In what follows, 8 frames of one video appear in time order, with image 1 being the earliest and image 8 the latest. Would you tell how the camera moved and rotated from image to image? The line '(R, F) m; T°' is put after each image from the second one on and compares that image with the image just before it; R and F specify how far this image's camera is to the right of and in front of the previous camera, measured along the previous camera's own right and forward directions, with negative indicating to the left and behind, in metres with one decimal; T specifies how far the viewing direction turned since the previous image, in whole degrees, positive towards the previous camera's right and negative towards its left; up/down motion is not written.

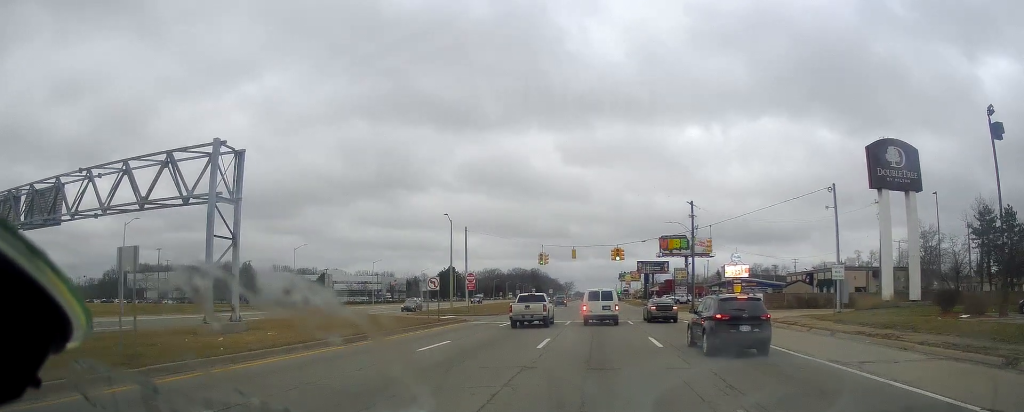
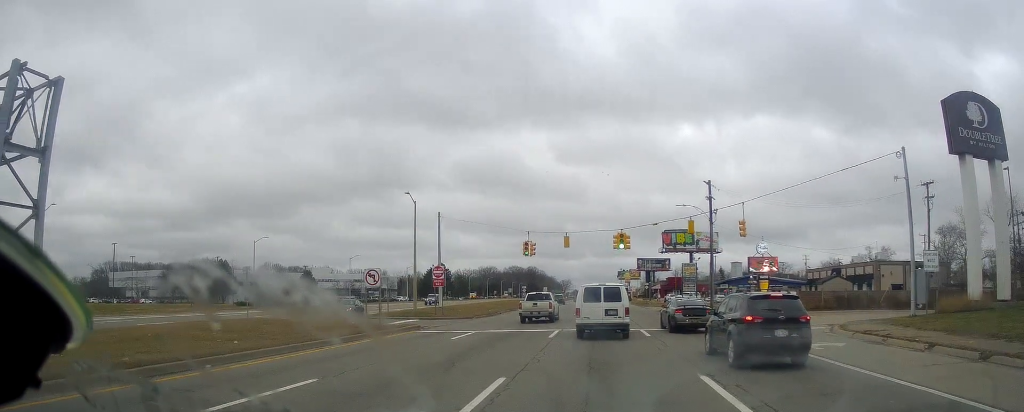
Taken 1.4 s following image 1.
(0.0, +11.7) m; -4°
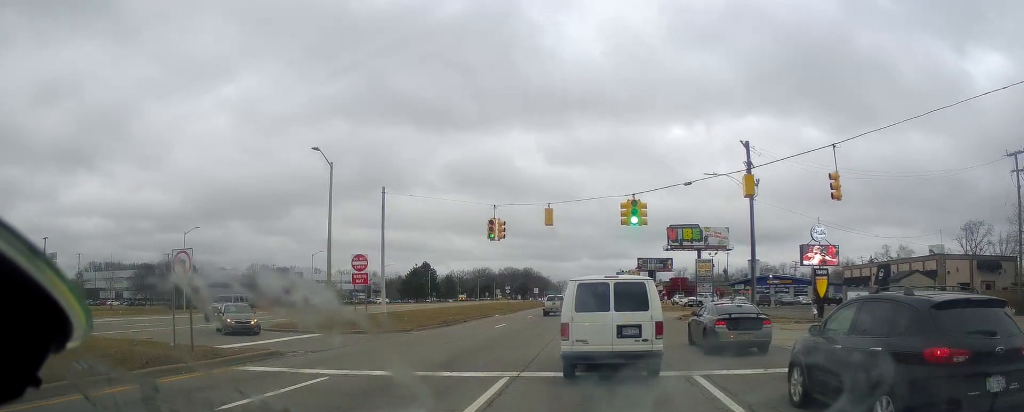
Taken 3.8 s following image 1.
(-0.1, +15.6) m; +4°
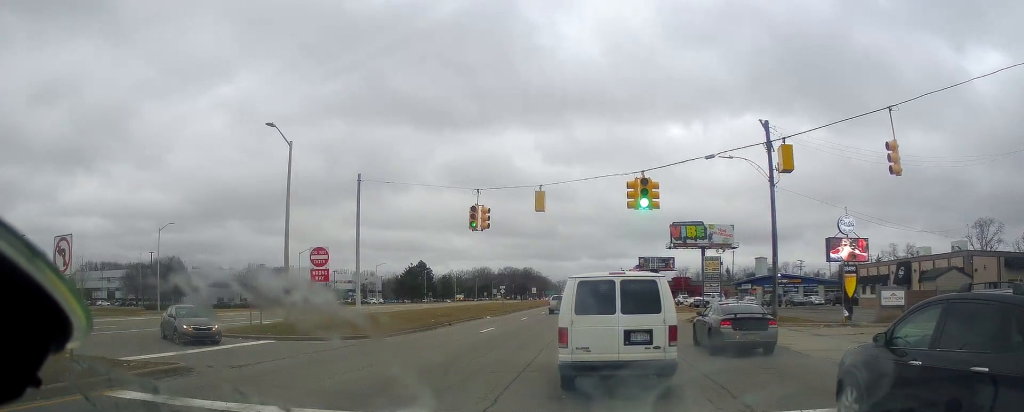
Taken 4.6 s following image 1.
(0.0, +4.4) m; 0°
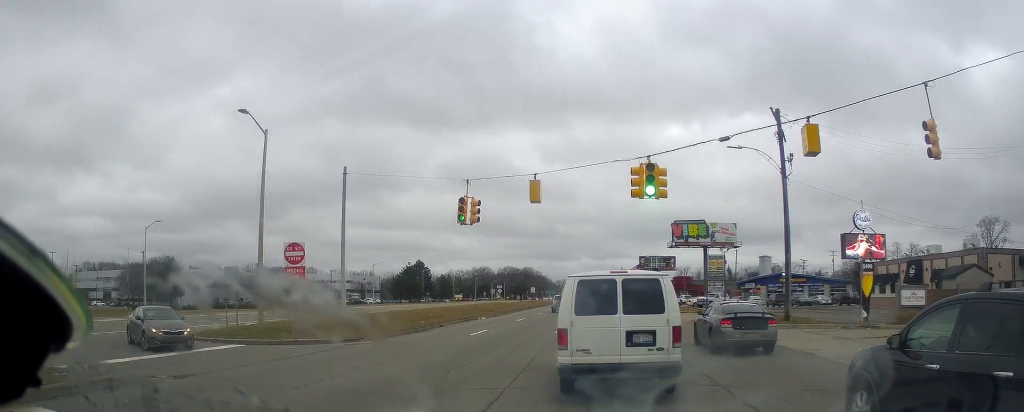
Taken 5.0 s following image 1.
(0.0, +2.2) m; 0°
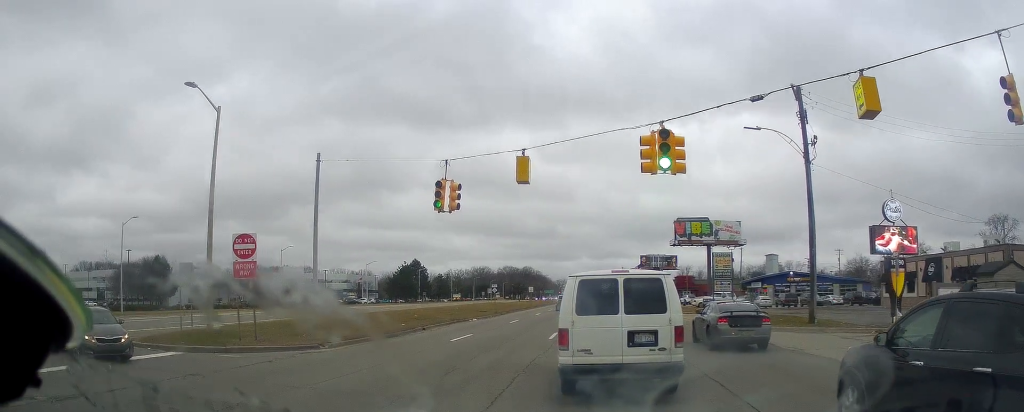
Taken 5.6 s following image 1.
(0.0, +3.7) m; 0°
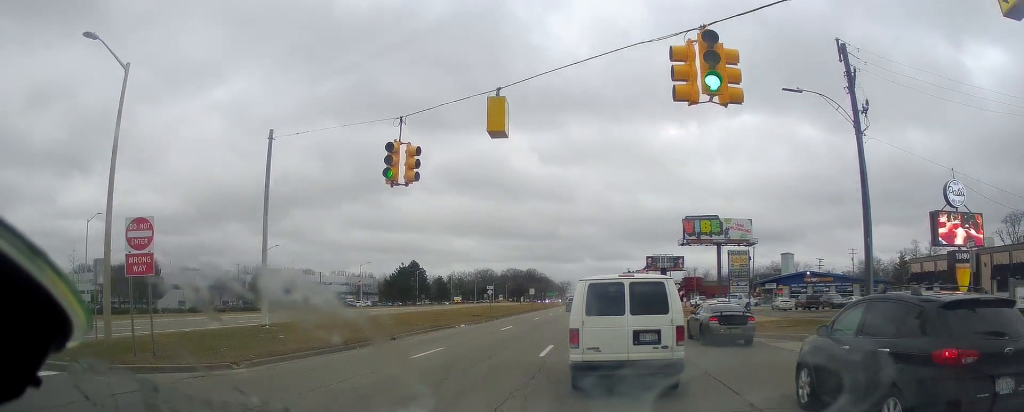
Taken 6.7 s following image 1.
(0.0, +5.9) m; -1°
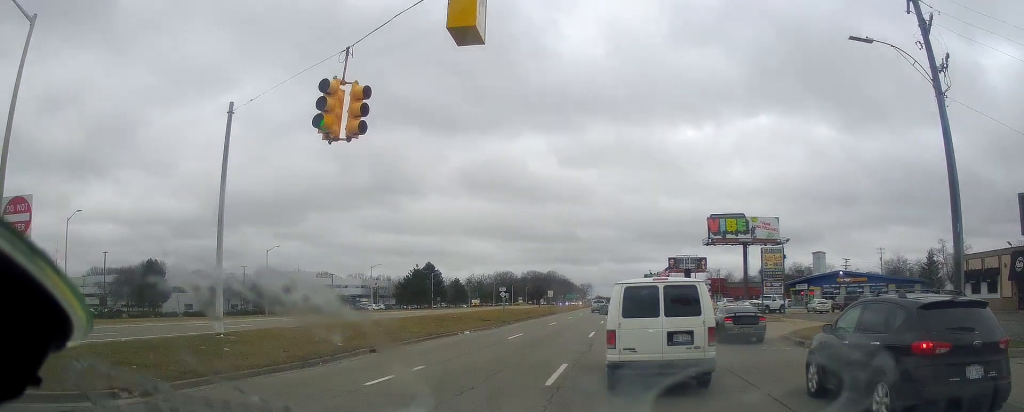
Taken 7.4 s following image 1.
(+0.1, +4.7) m; -3°
